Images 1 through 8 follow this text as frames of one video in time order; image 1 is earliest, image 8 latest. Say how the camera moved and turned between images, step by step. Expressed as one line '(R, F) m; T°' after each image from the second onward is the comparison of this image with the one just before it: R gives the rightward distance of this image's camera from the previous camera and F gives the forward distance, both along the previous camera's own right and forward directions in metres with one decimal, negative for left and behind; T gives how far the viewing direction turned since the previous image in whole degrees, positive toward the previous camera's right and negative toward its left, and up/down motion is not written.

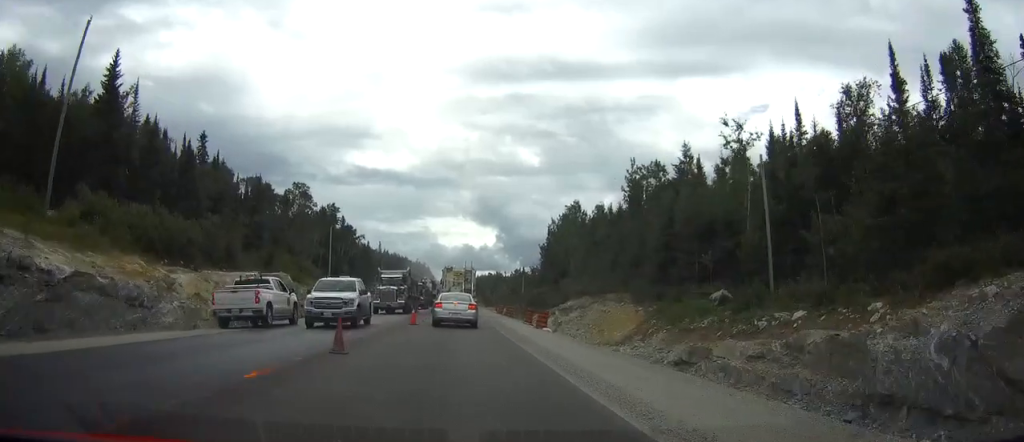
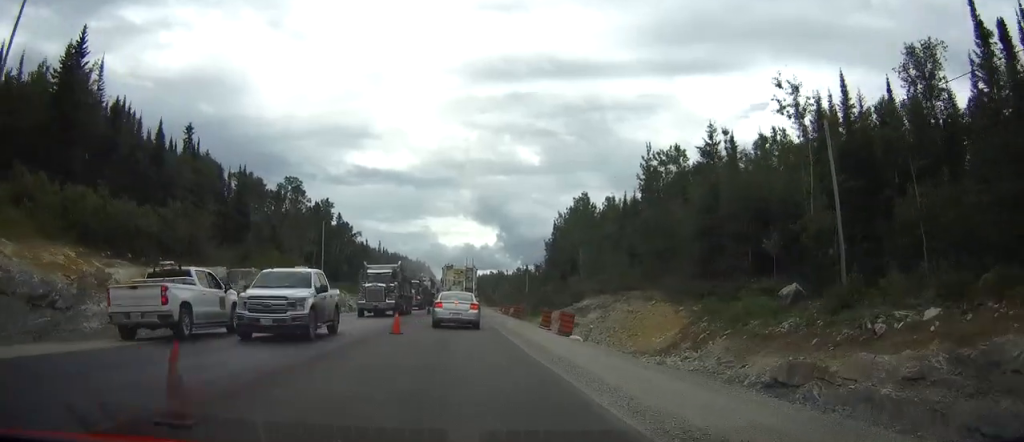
(0.0, +8.0) m; 0°
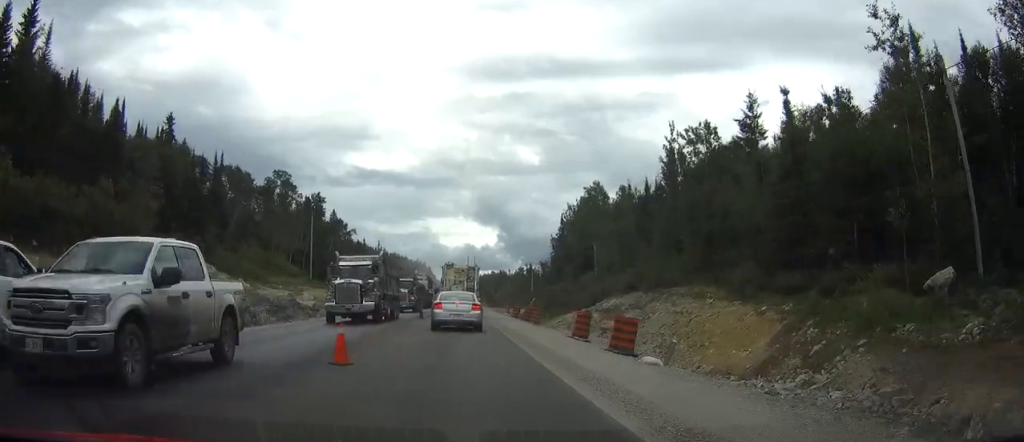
(0.0, +9.9) m; 0°
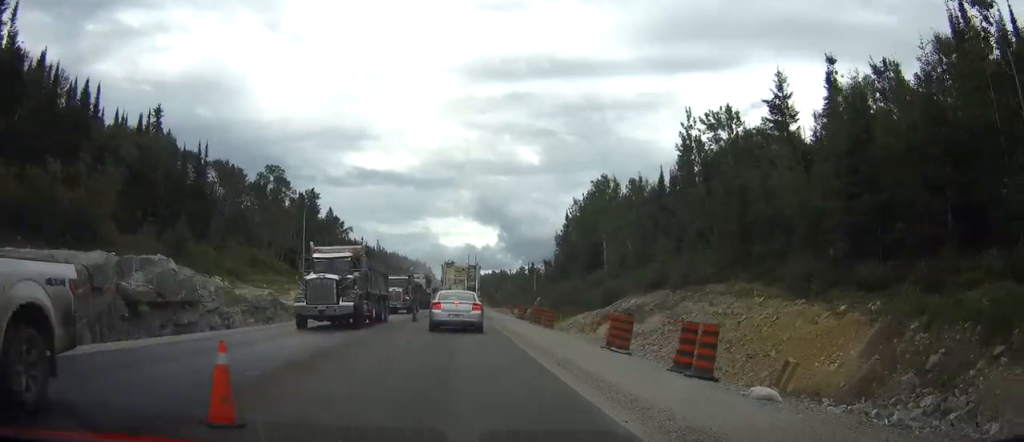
(0.0, +5.8) m; 0°
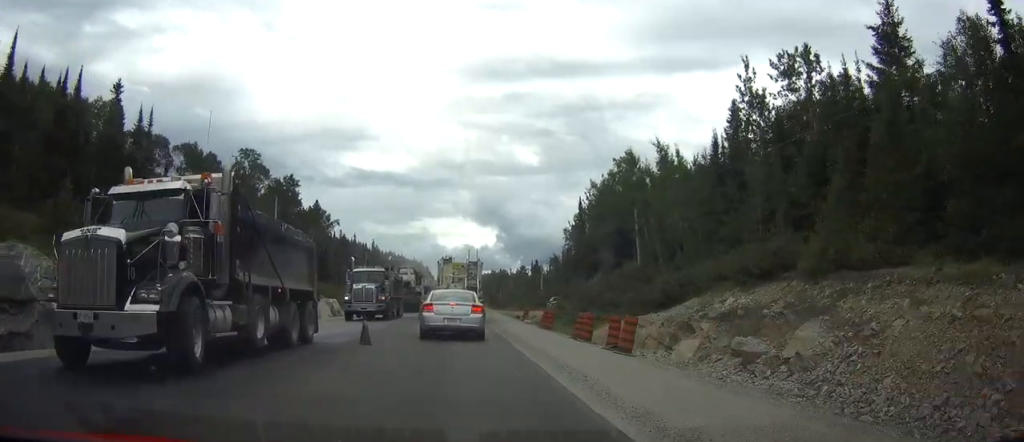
(0.0, +15.3) m; 0°
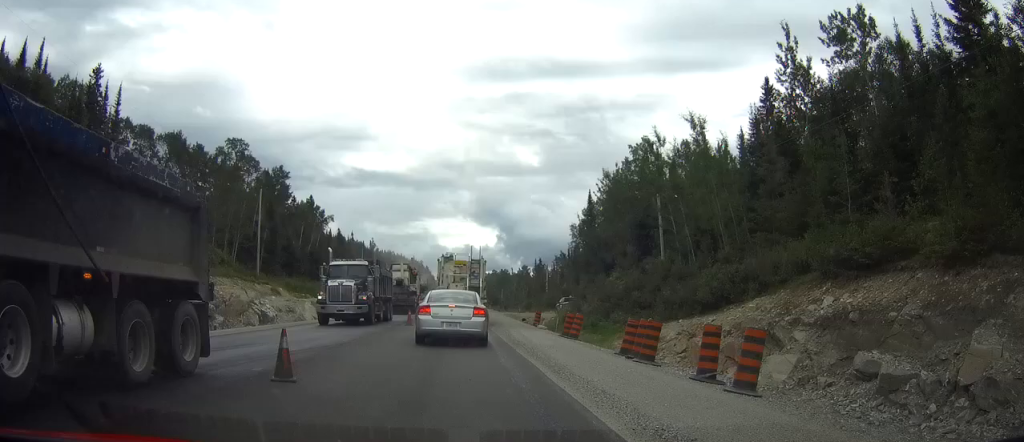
(0.0, +7.4) m; 0°
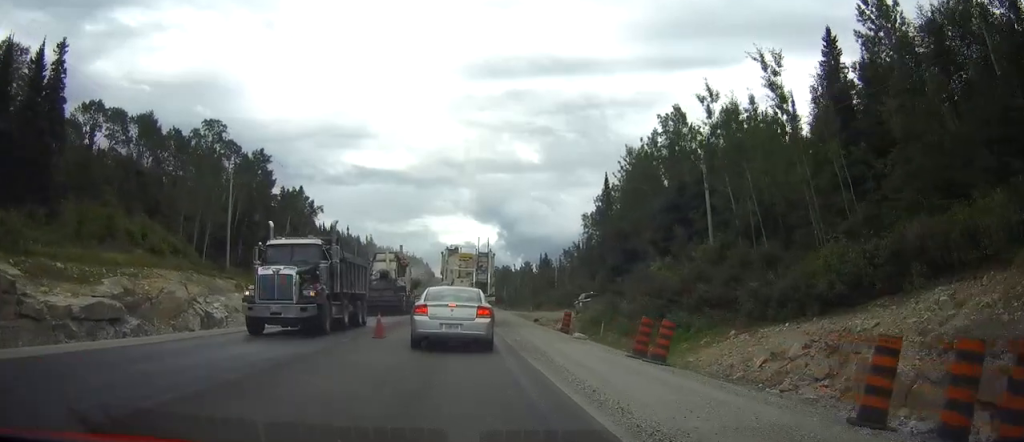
(-0.1, +10.7) m; 0°
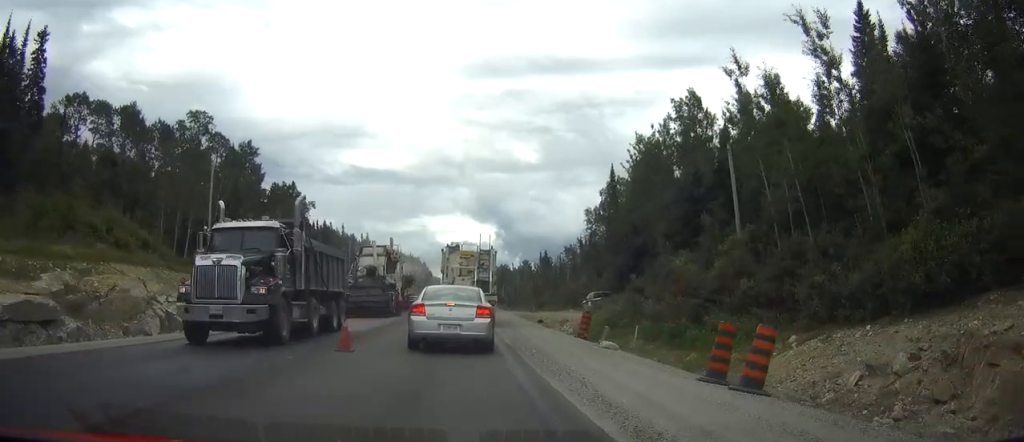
(0.0, +5.0) m; +1°
